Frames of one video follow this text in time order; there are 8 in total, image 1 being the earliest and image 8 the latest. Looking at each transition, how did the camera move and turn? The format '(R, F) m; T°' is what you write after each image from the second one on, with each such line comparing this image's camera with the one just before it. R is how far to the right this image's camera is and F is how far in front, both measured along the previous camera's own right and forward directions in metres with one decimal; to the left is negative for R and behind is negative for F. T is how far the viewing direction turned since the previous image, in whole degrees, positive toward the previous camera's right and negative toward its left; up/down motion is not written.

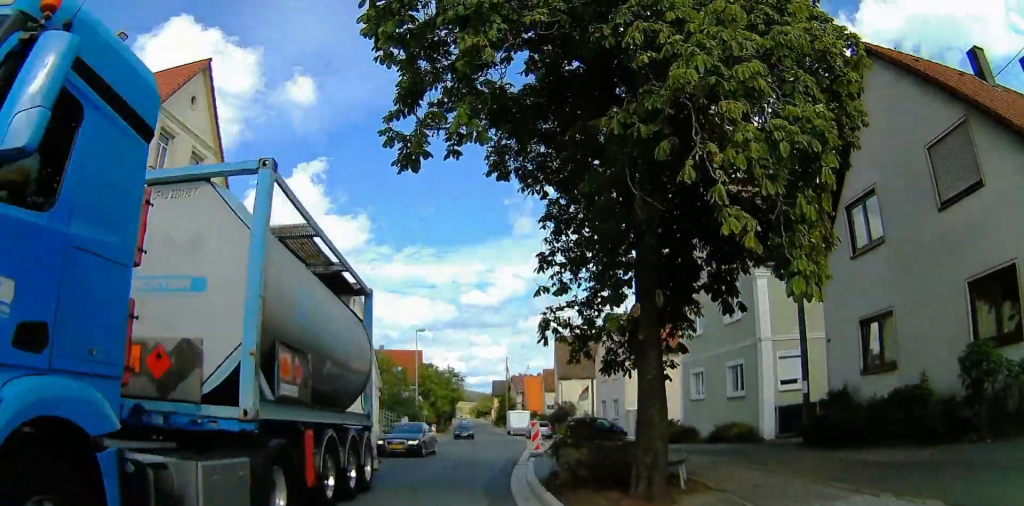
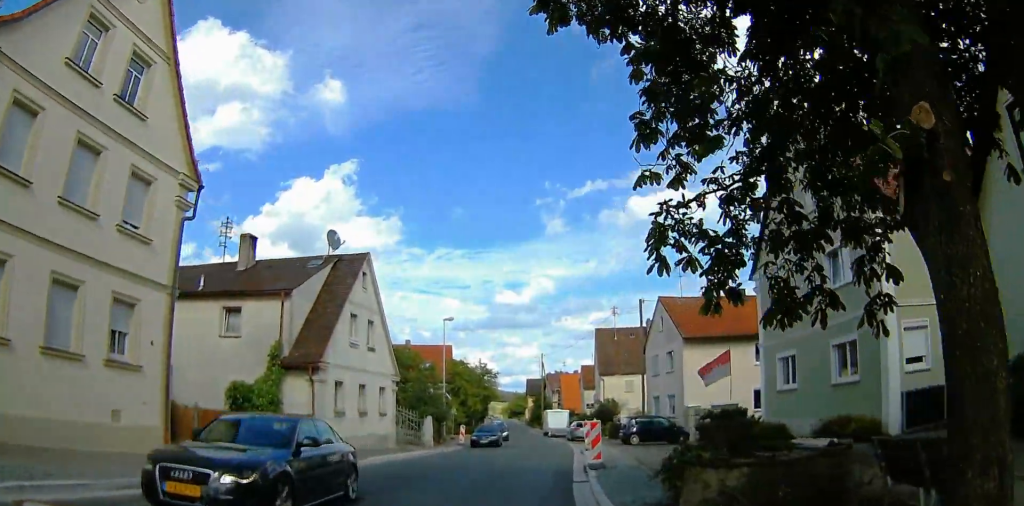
(+0.1, +8.2) m; +1°
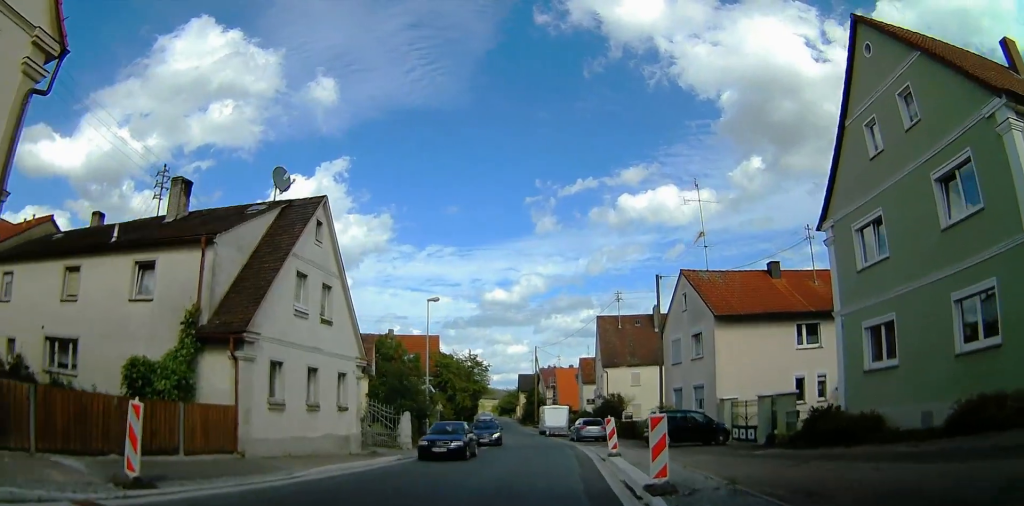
(+0.1, +6.7) m; 0°
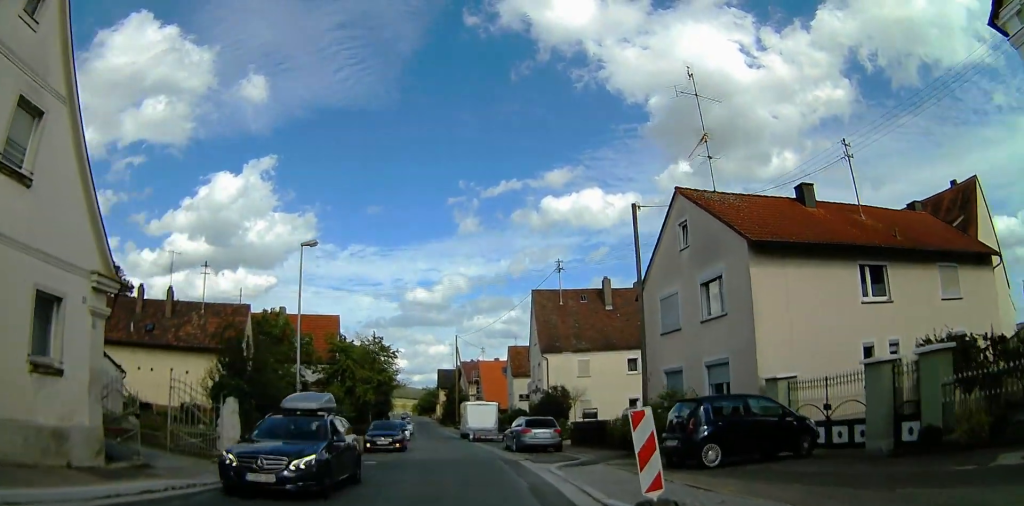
(0.0, +10.3) m; +1°
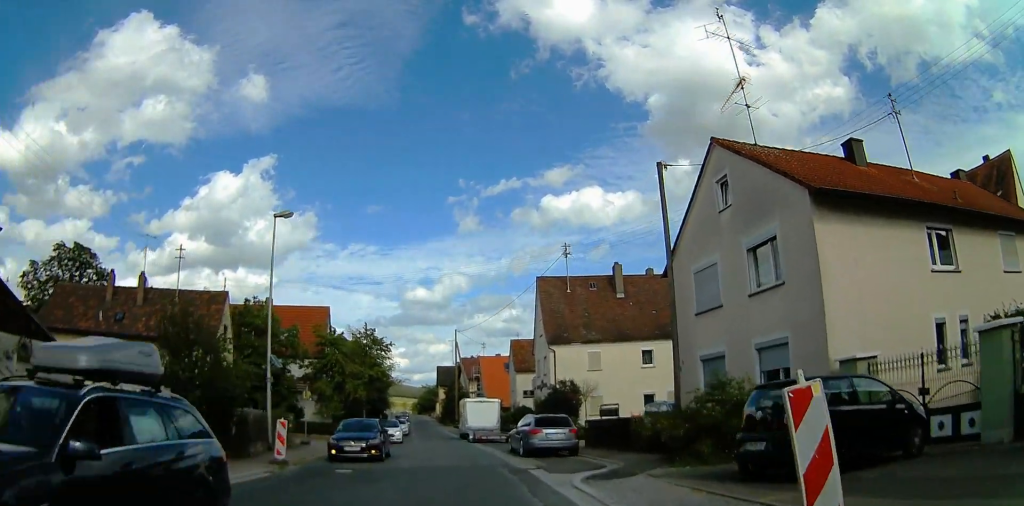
(0.0, +3.3) m; +1°
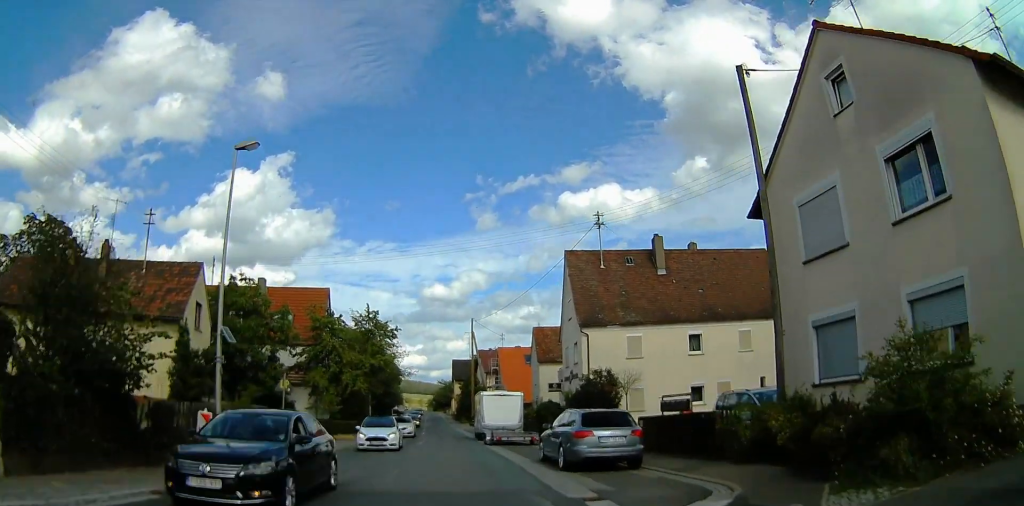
(+0.2, +5.6) m; +2°
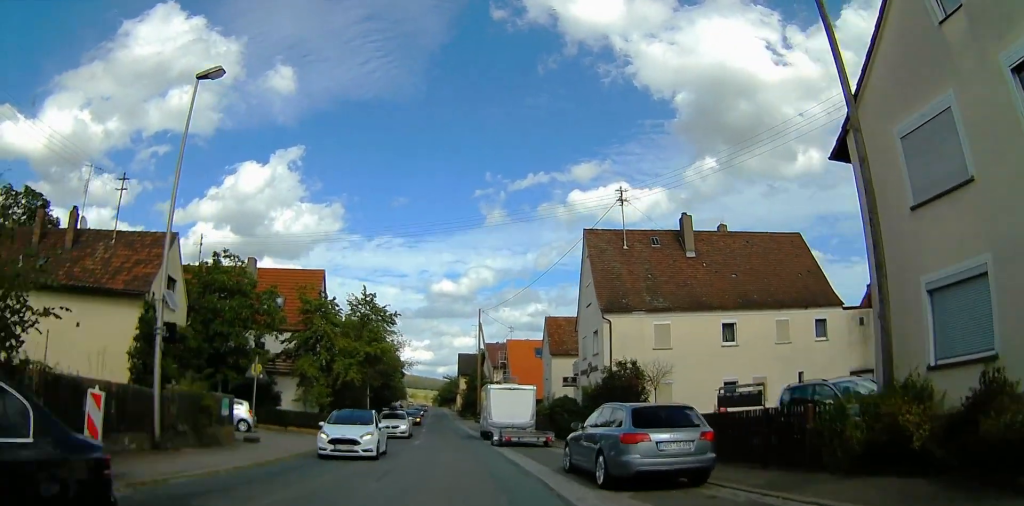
(0.0, +3.9) m; 0°
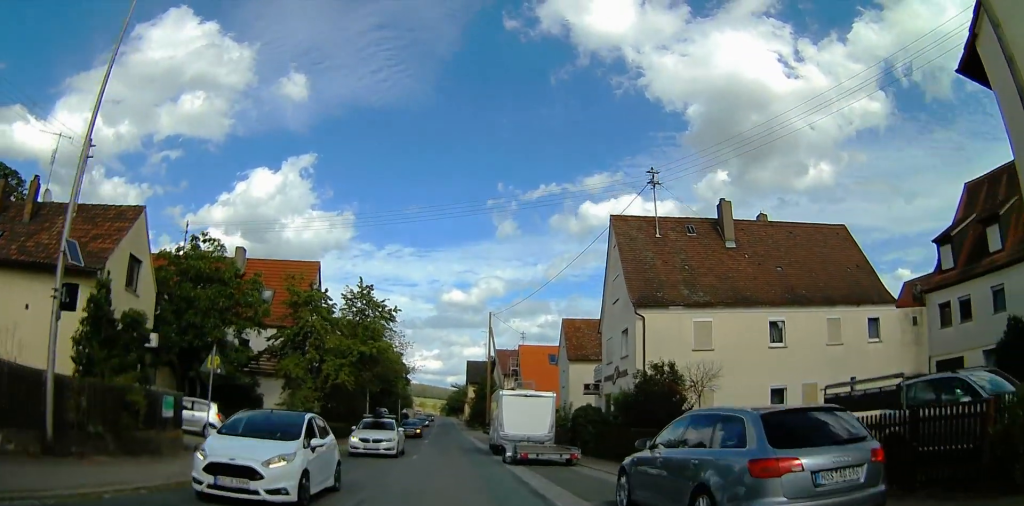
(+0.1, +4.6) m; -2°
